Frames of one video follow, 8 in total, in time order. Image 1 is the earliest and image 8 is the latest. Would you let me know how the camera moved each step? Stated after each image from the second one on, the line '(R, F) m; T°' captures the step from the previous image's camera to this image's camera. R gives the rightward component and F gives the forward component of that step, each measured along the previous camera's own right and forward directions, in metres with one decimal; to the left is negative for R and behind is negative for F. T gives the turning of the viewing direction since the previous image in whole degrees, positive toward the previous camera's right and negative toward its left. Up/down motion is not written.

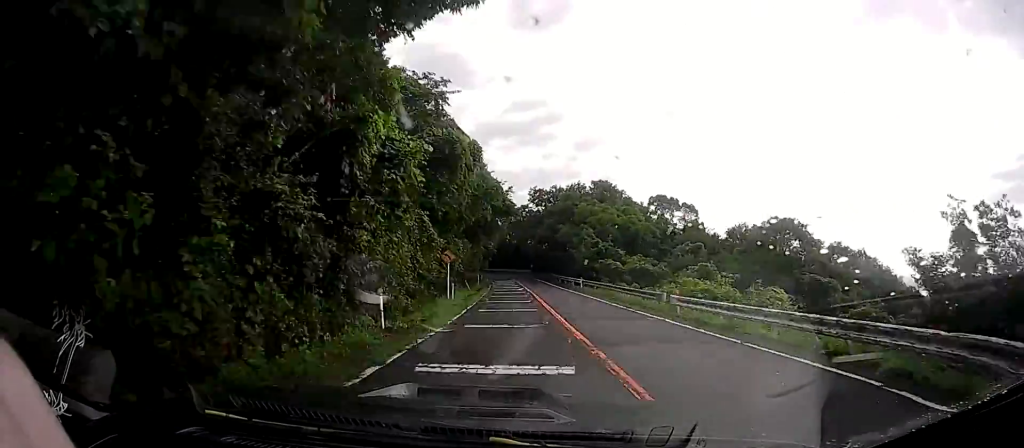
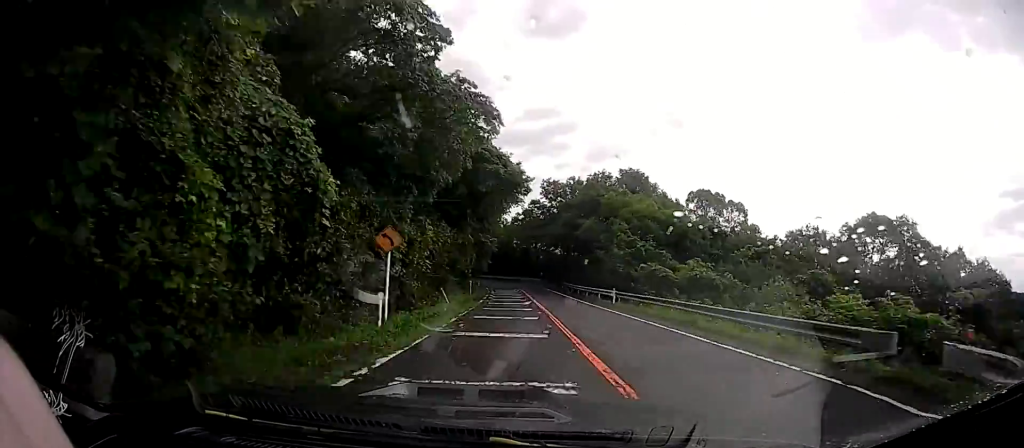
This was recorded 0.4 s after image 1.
(0.0, +7.9) m; 0°
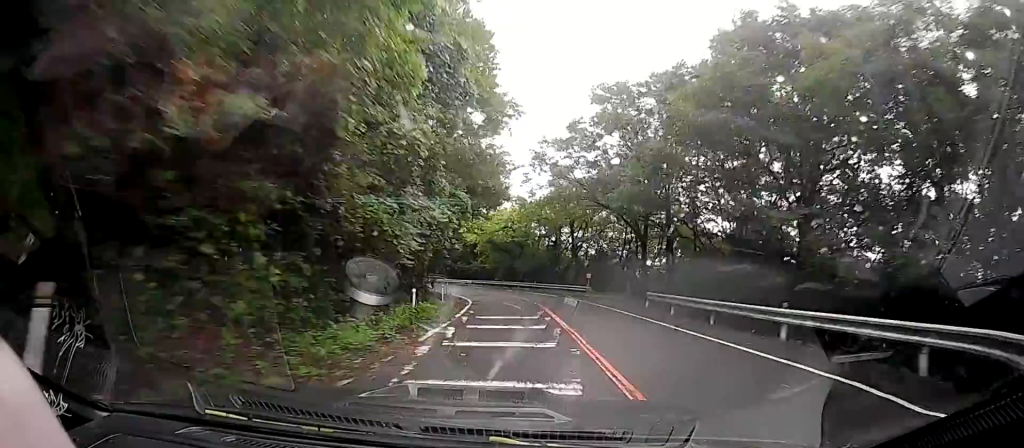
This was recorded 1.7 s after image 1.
(0.0, +21.4) m; 0°
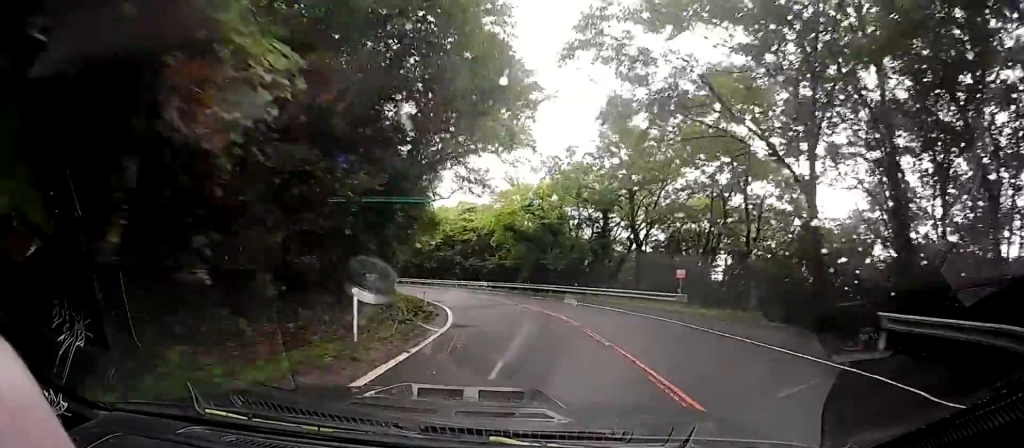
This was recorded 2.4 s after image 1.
(0.0, +11.6) m; 0°
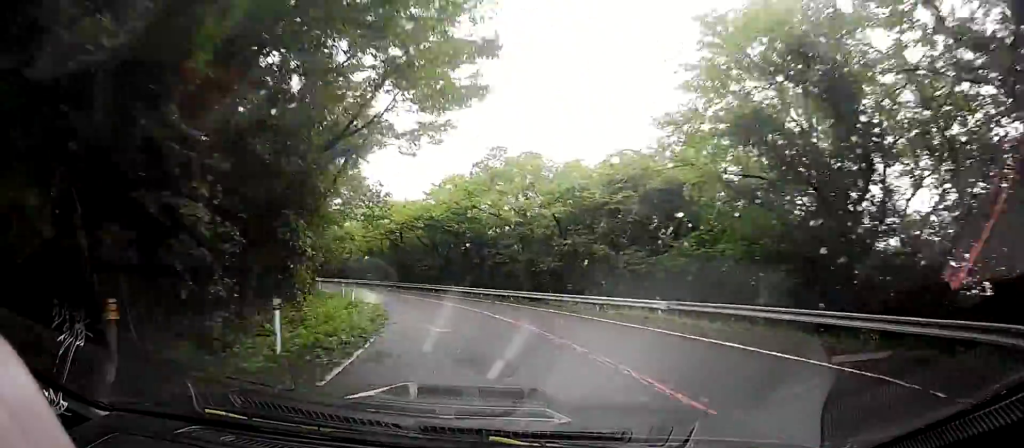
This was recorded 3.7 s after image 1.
(0.0, +21.2) m; 0°
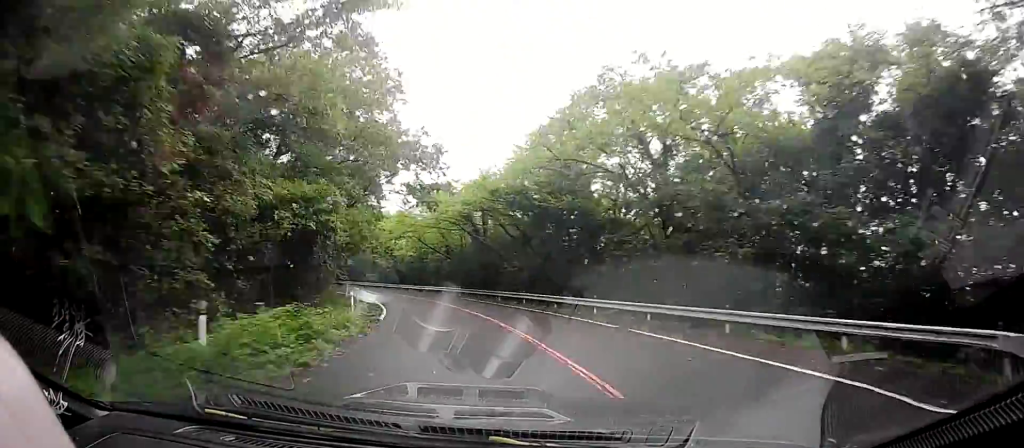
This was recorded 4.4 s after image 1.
(0.0, +11.0) m; 0°
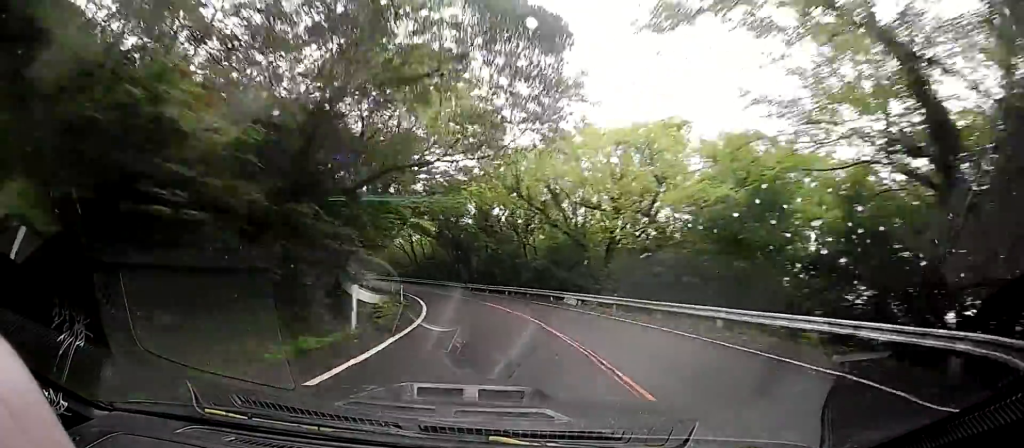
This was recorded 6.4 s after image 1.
(0.0, +31.2) m; 0°
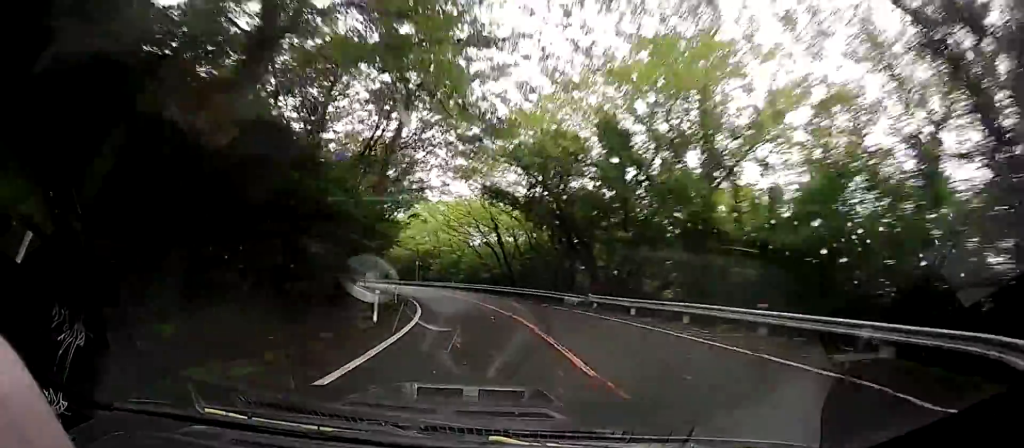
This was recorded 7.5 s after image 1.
(0.0, +17.0) m; 0°
